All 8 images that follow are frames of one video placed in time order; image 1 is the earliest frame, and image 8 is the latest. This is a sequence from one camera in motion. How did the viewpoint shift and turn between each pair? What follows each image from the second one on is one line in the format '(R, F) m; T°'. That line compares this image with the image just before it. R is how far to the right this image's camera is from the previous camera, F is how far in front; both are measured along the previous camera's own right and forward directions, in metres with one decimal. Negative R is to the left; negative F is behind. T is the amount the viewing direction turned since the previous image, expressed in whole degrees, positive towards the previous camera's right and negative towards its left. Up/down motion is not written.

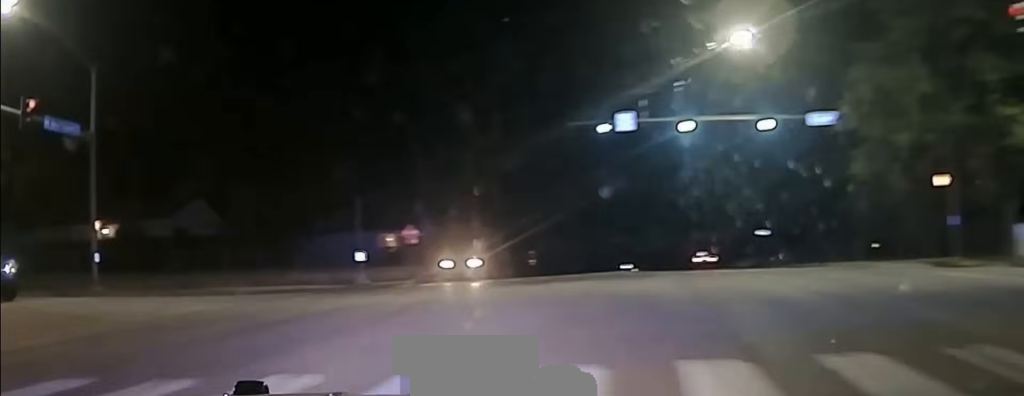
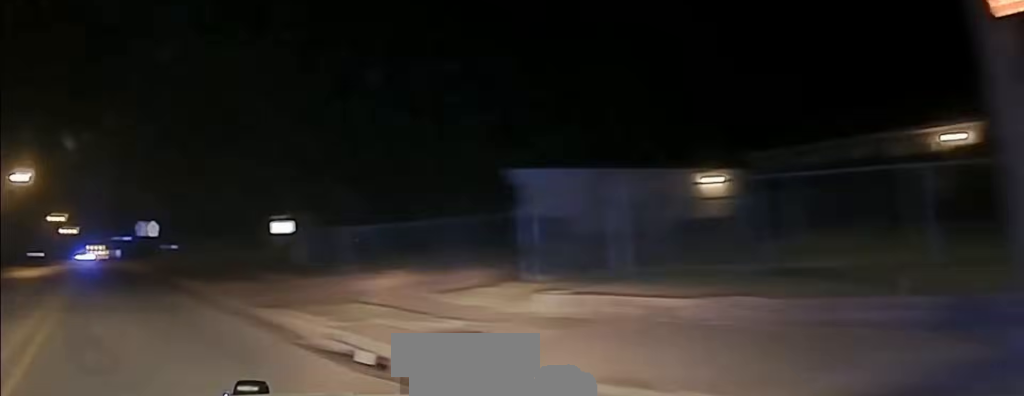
(-11.0, +27.4) m; -50°
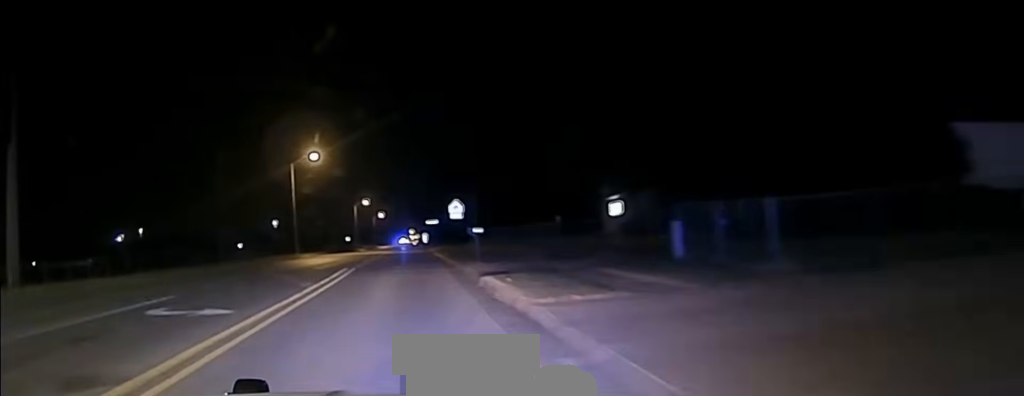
(-2.1, +9.9) m; -18°
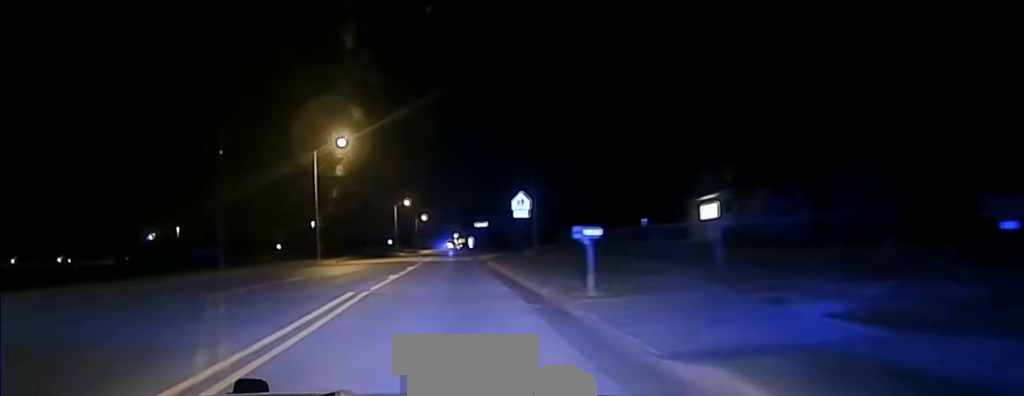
(-1.2, +13.1) m; -6°
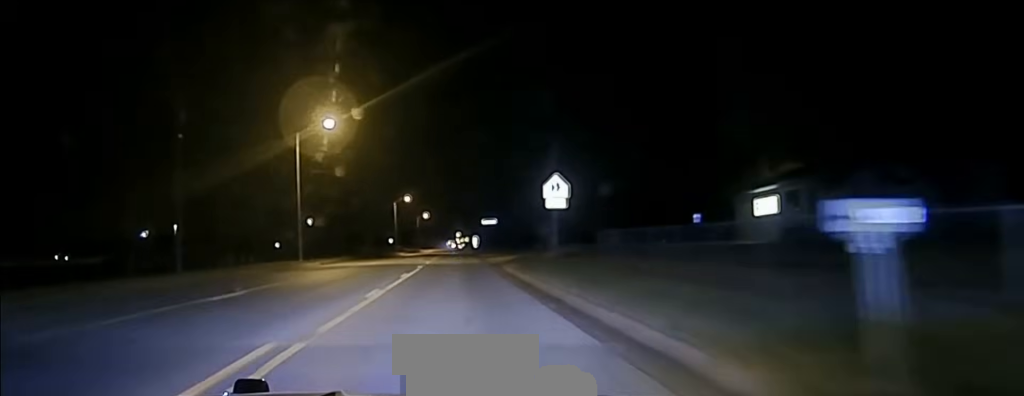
(-0.1, +10.9) m; 0°
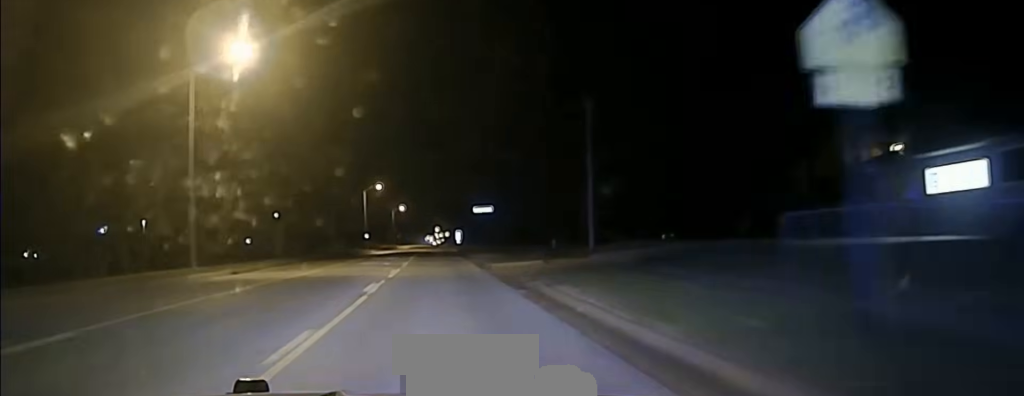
(+0.1, +22.5) m; +1°
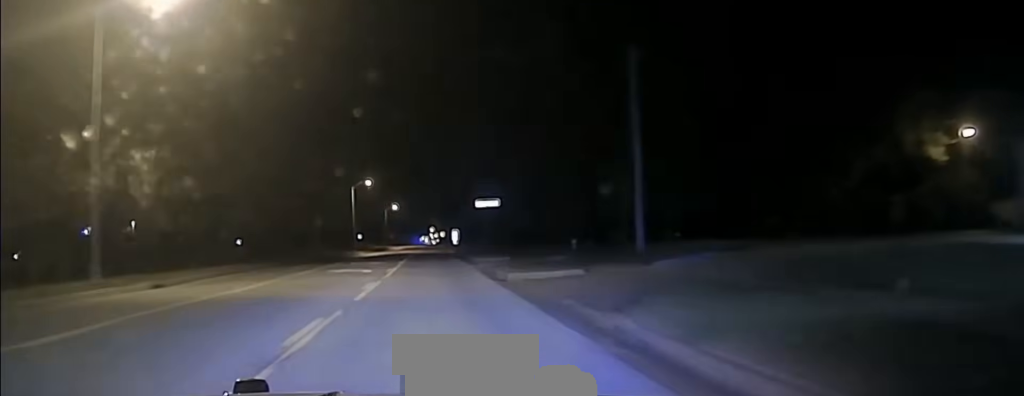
(0.0, +10.9) m; 0°
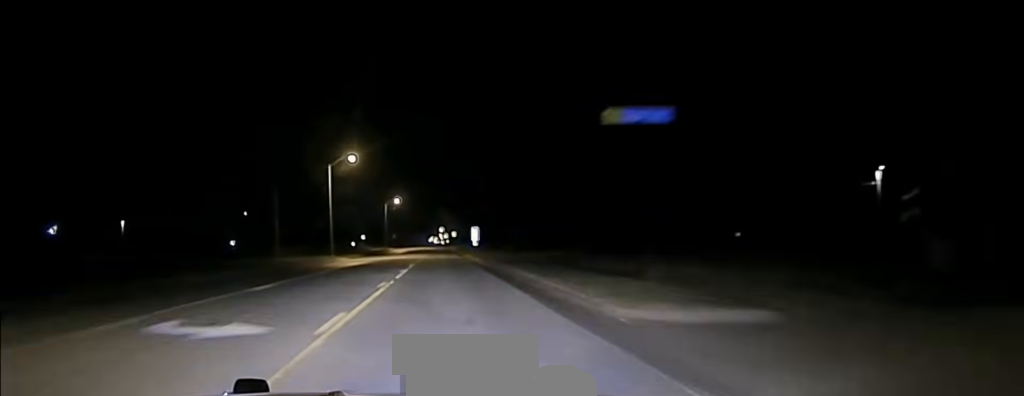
(+0.4, +36.8) m; +1°
